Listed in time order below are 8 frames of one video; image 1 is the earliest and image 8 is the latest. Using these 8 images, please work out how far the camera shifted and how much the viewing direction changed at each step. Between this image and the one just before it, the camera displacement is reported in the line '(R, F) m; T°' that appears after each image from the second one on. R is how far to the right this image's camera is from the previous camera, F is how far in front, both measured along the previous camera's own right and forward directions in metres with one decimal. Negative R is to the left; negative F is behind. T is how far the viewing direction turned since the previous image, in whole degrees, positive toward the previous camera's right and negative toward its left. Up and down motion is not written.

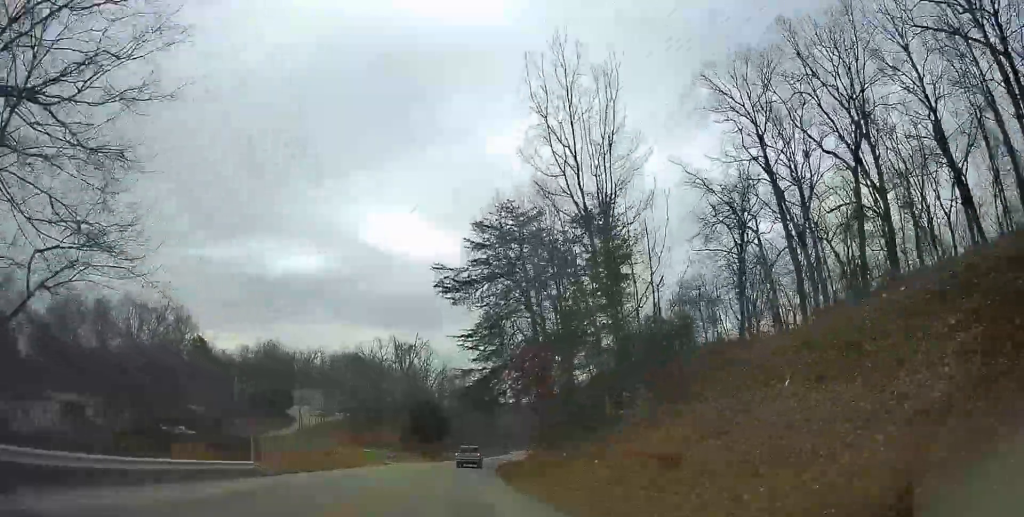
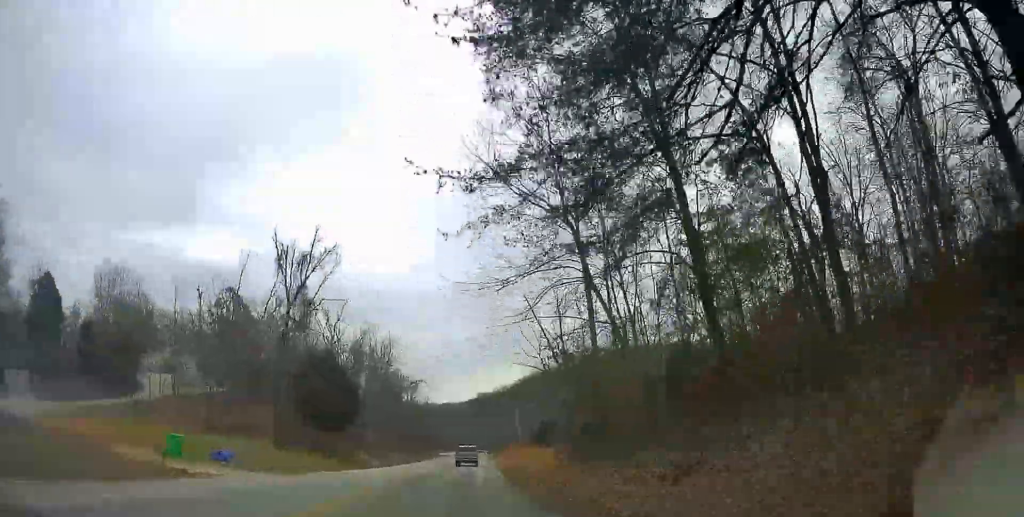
(+1.9, +40.3) m; +7°
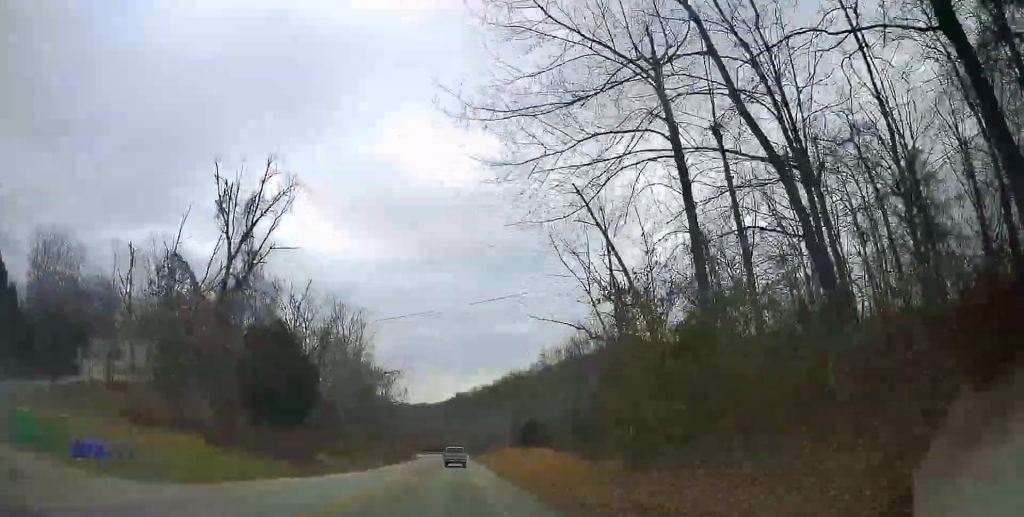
(+0.3, +11.4) m; +3°
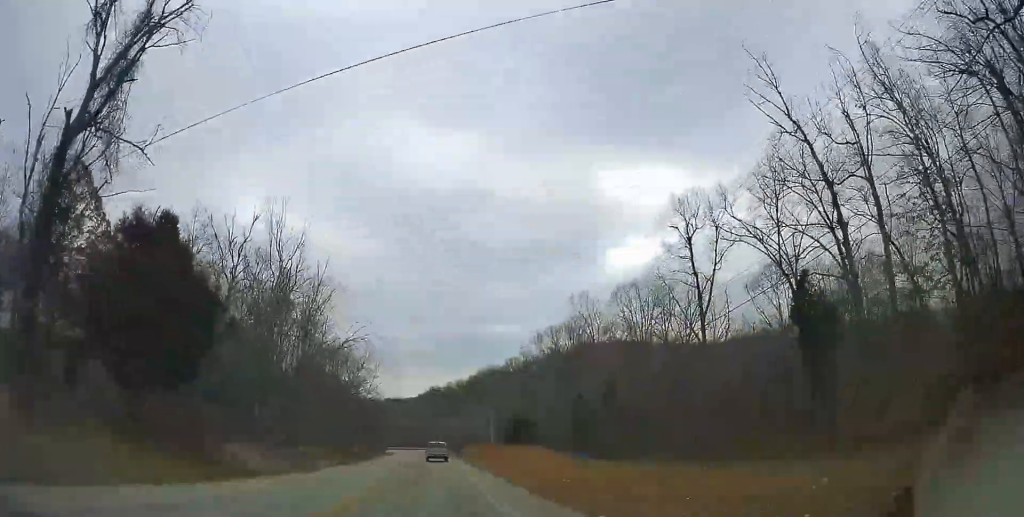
(+0.3, +18.1) m; +2°
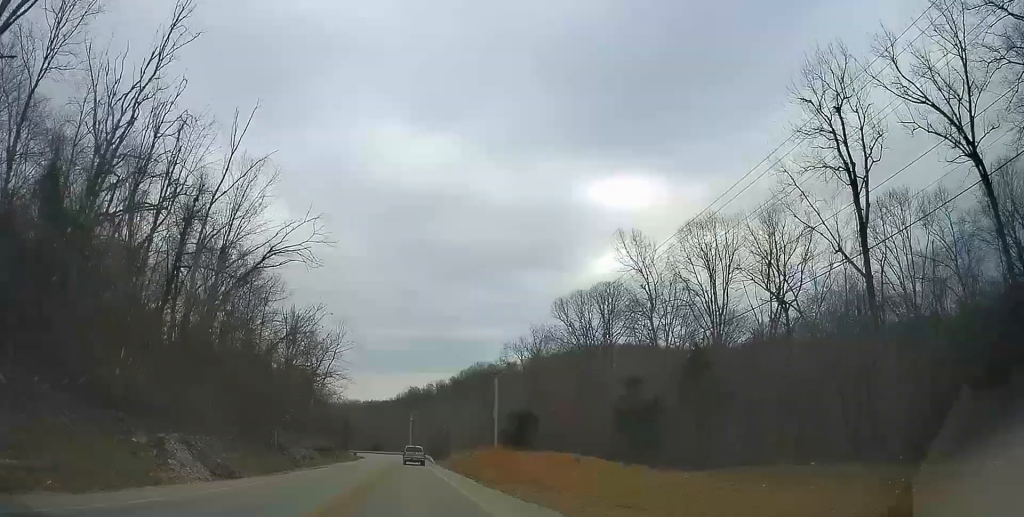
(+0.6, +25.4) m; +4°
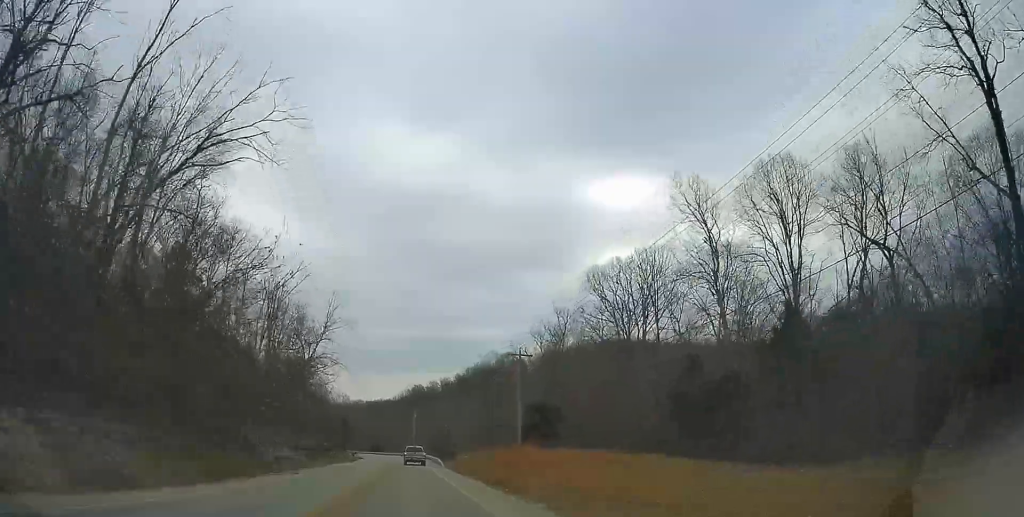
(+0.5, +11.6) m; +1°
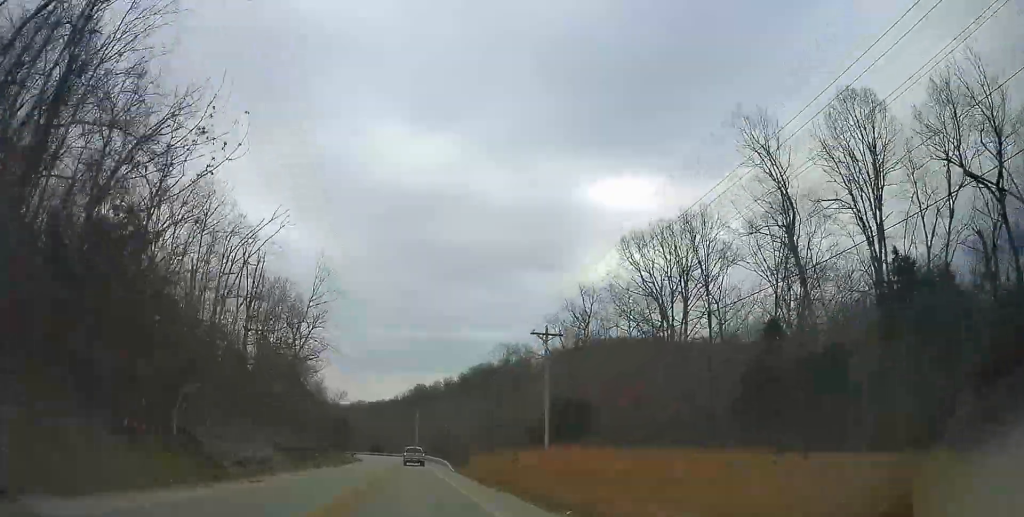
(+0.2, +9.5) m; +1°
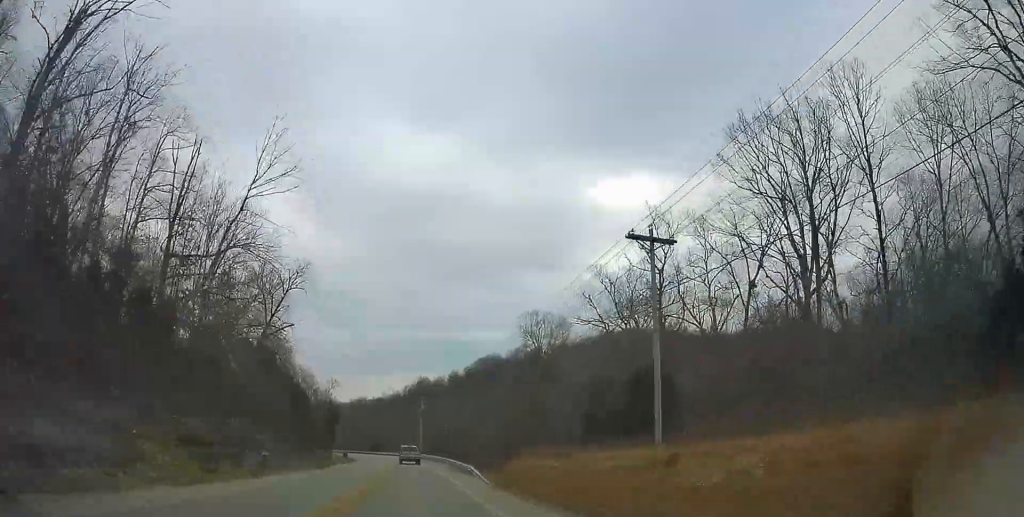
(-0.1, +19.1) m; -1°
